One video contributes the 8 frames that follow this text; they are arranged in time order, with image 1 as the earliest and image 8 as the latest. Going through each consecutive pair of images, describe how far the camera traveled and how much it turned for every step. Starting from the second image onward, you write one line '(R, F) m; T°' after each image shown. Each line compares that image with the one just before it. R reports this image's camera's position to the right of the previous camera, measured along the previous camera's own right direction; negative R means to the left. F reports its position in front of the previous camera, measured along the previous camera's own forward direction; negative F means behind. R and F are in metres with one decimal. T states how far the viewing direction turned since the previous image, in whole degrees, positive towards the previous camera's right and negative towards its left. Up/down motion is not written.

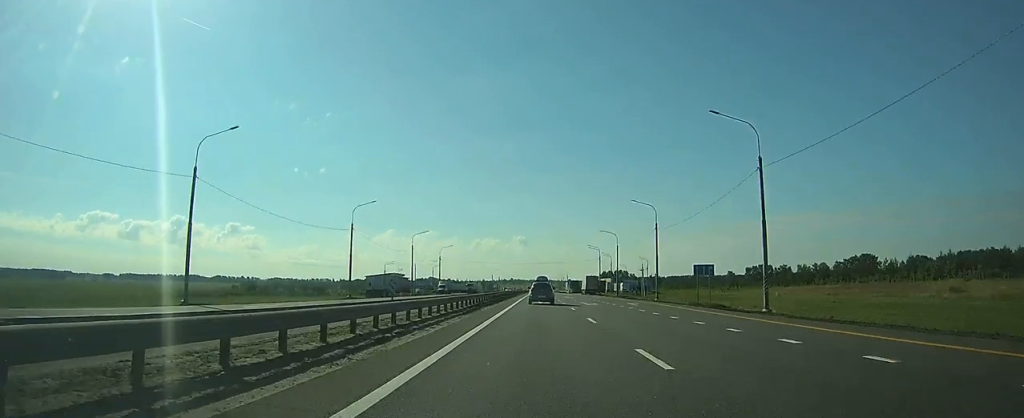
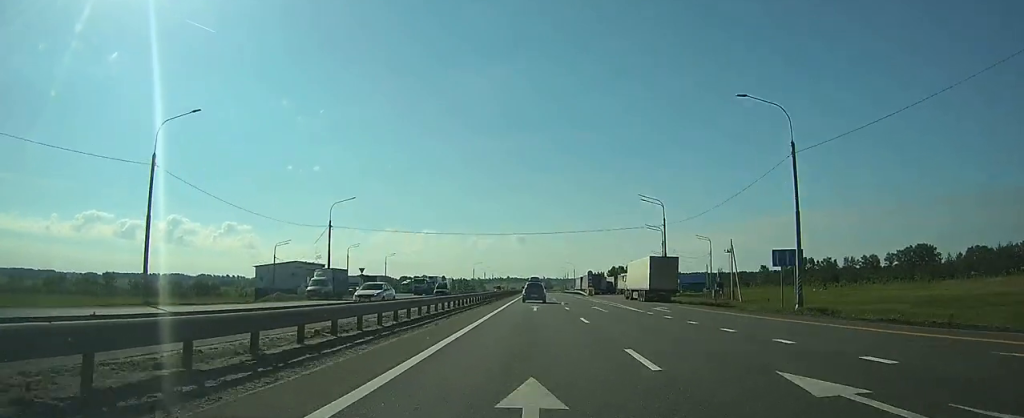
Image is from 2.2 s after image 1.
(+0.2, +72.2) m; 0°
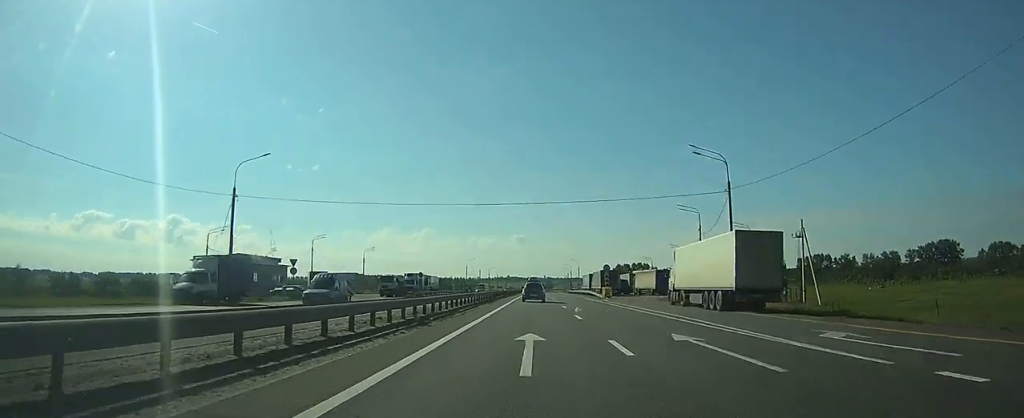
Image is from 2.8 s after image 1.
(0.0, +22.3) m; 0°
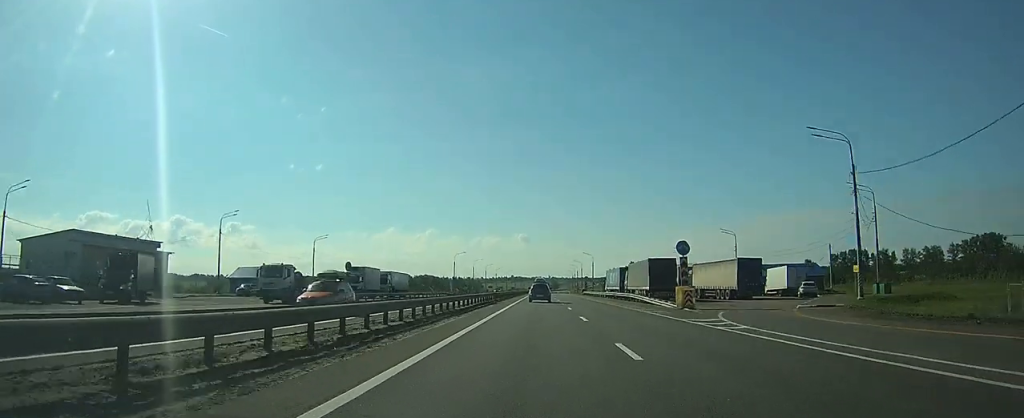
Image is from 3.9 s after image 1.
(0.0, +36.9) m; 0°
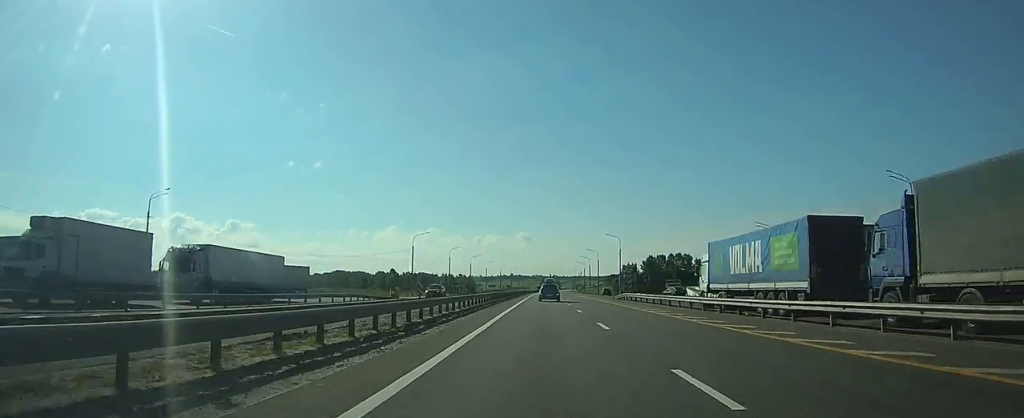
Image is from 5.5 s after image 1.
(-0.1, +52.8) m; 0°
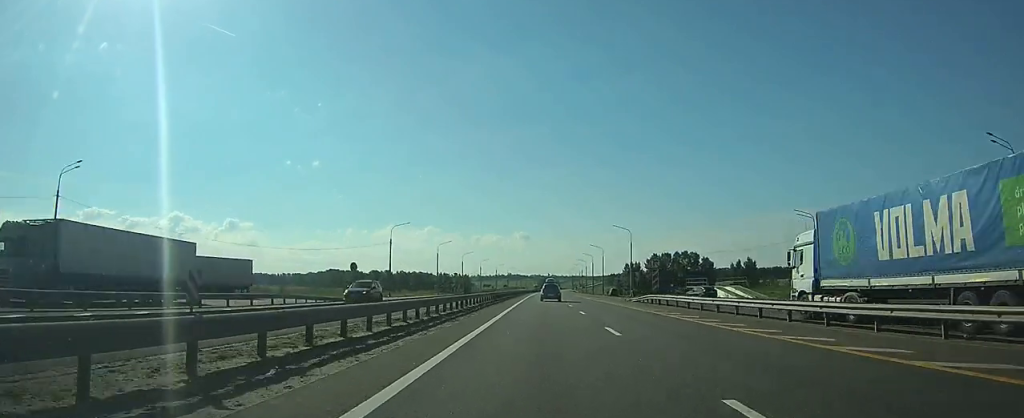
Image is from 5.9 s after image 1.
(0.0, +14.7) m; 0°
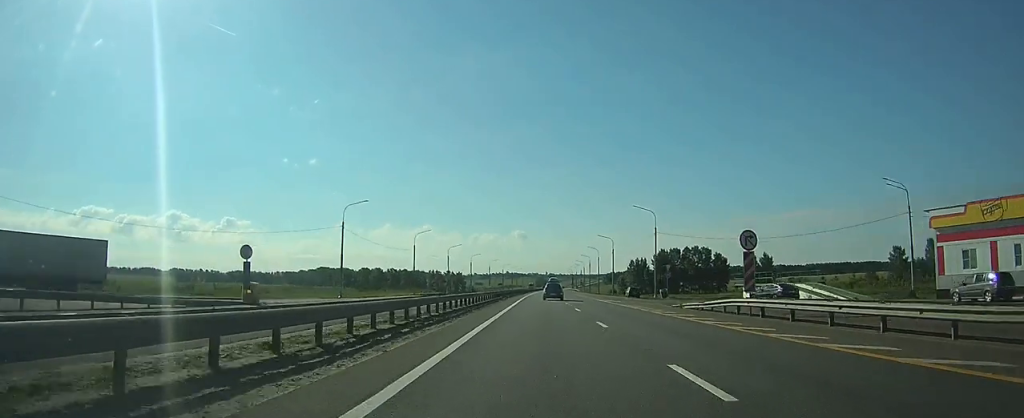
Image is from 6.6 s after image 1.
(0.0, +21.5) m; 0°
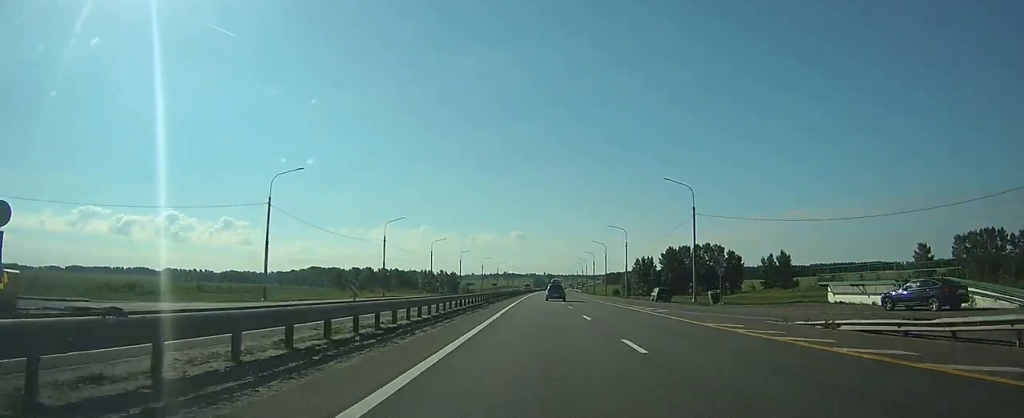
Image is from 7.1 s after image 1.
(0.0, +19.2) m; 0°
